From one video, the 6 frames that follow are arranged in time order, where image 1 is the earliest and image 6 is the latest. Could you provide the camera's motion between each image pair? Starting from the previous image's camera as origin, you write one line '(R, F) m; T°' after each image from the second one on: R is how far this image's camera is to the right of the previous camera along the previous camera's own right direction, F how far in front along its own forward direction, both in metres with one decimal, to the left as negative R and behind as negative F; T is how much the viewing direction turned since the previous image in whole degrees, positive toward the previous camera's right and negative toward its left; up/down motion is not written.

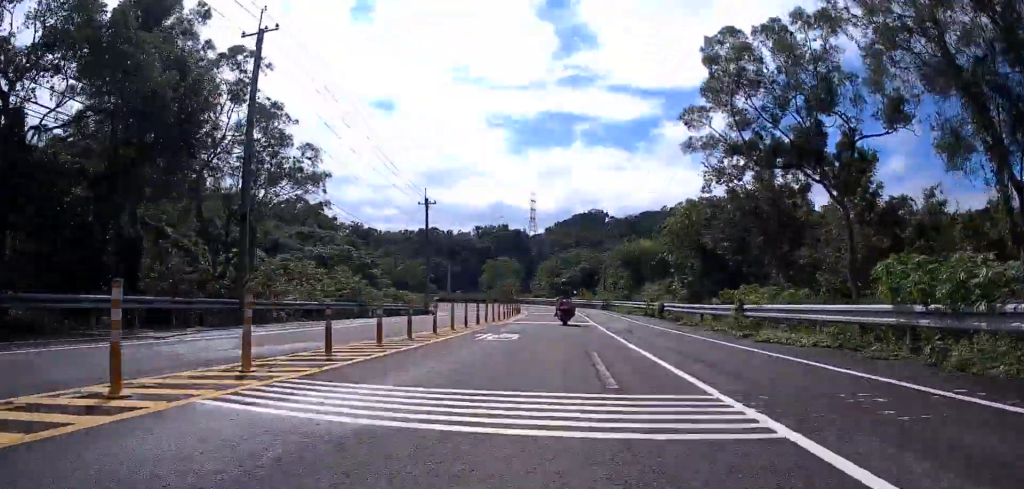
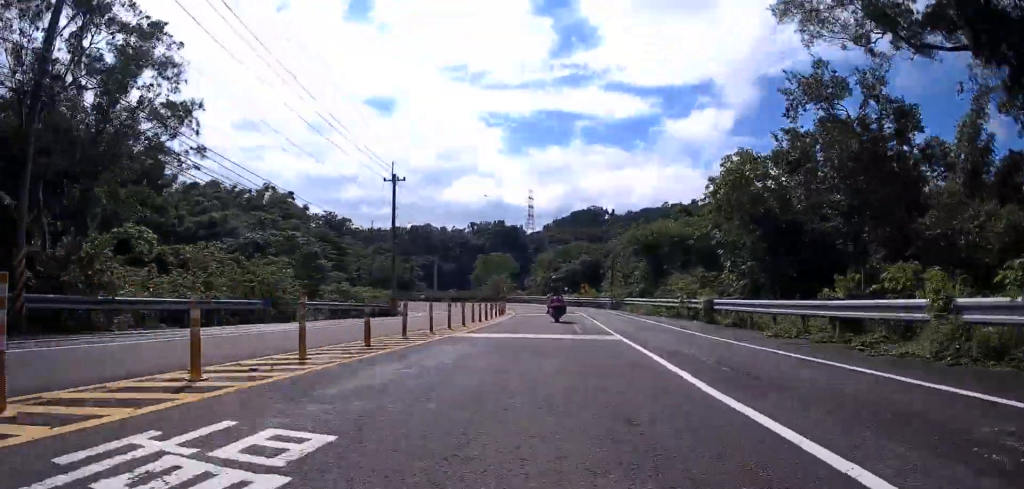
(0.0, +11.3) m; 0°
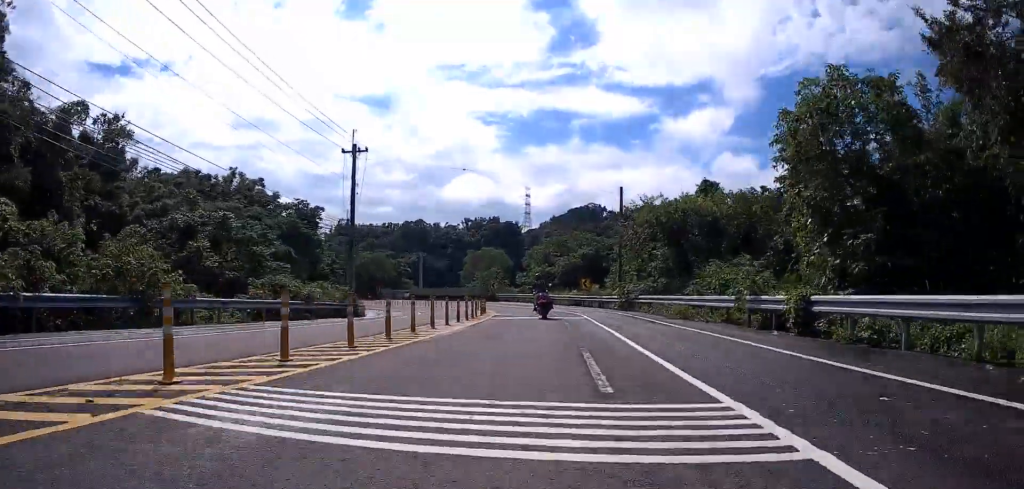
(0.0, +9.2) m; 0°
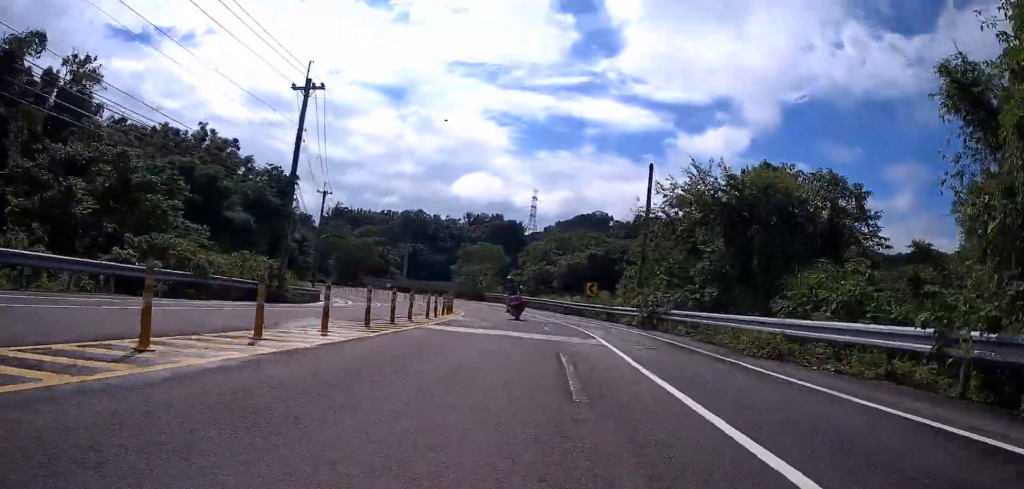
(0.0, +10.7) m; -2°
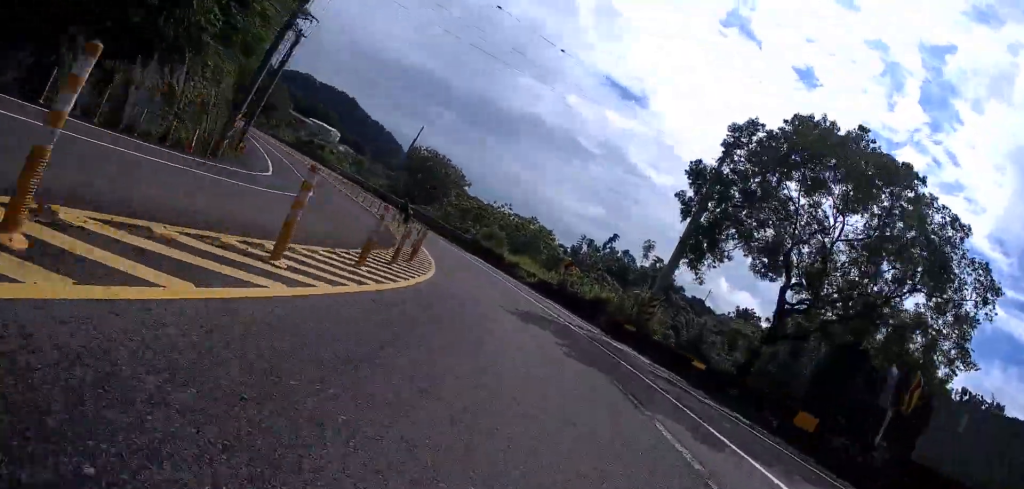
(-31.3, +80.5) m; -48°
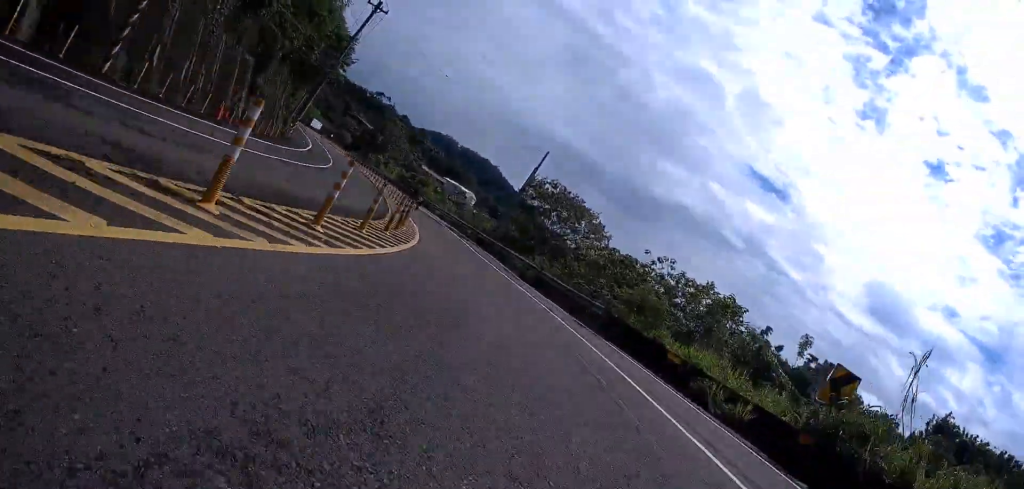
(-1.9, +17.9) m; -15°
